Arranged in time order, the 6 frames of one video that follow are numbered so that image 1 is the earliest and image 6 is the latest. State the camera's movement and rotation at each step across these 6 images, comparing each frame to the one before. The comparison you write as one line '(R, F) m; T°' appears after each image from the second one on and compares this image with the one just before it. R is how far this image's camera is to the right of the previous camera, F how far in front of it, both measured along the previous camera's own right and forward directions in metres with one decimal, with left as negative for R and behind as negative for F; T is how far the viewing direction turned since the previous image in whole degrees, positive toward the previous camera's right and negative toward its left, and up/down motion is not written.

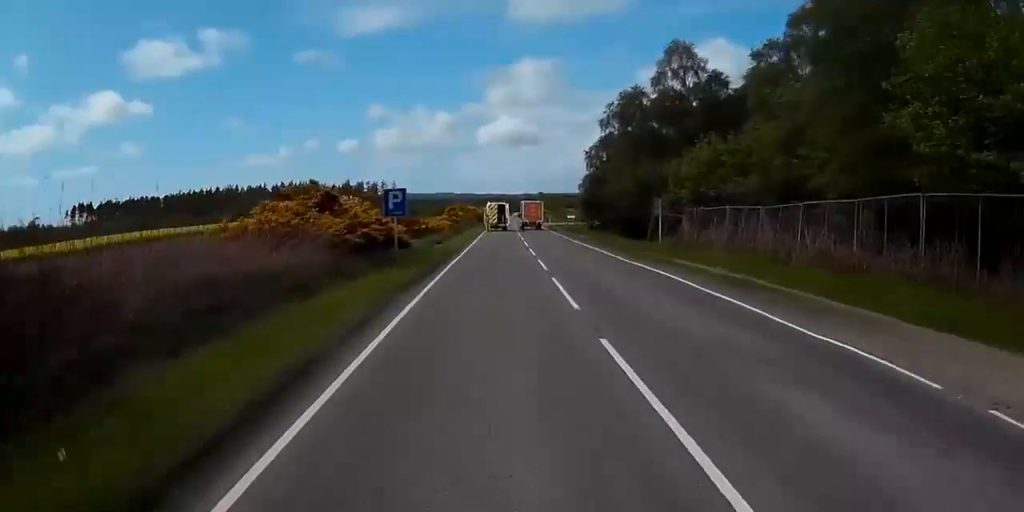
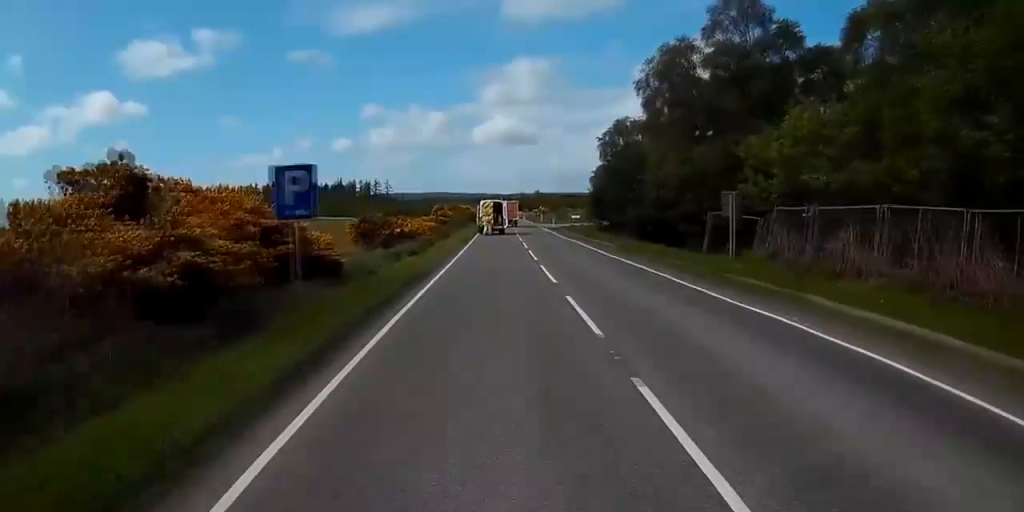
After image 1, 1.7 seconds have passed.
(+0.1, +9.5) m; 0°
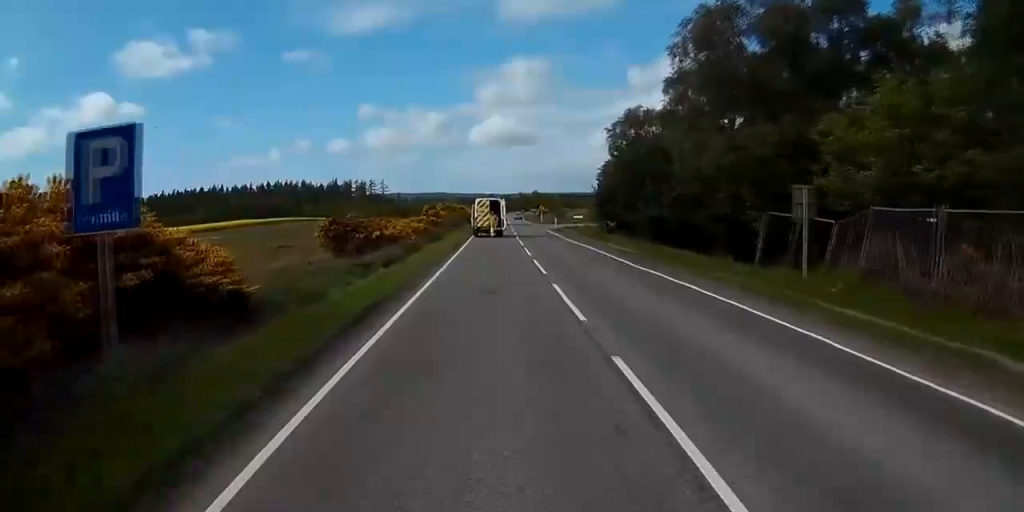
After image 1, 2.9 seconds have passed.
(0.0, +4.8) m; -1°
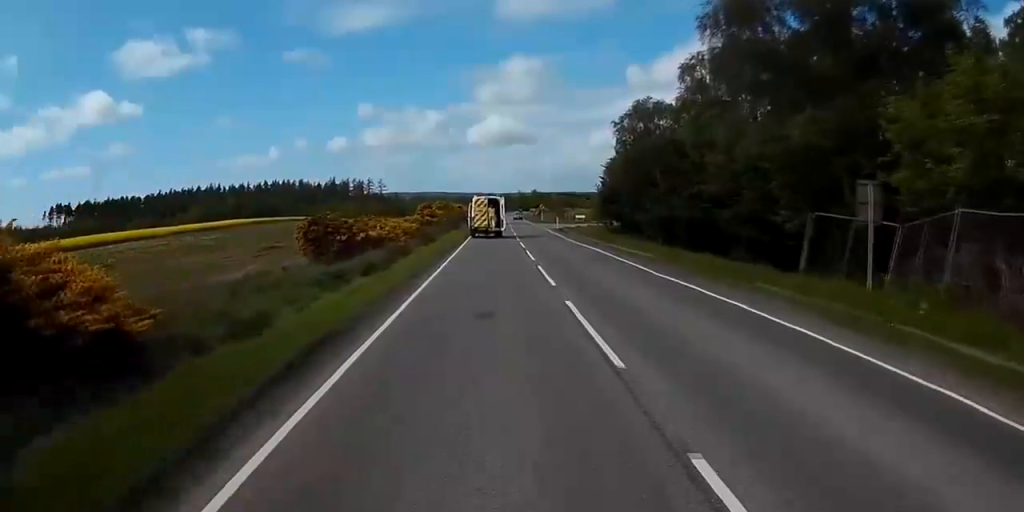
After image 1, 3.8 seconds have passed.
(-0.1, +2.5) m; +2°
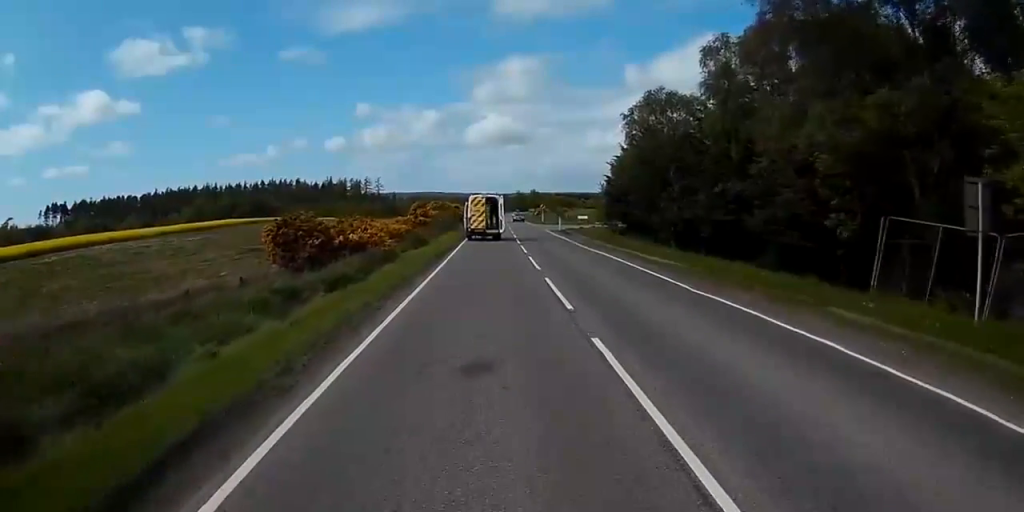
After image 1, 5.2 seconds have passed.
(+0.2, +2.5) m; +5°
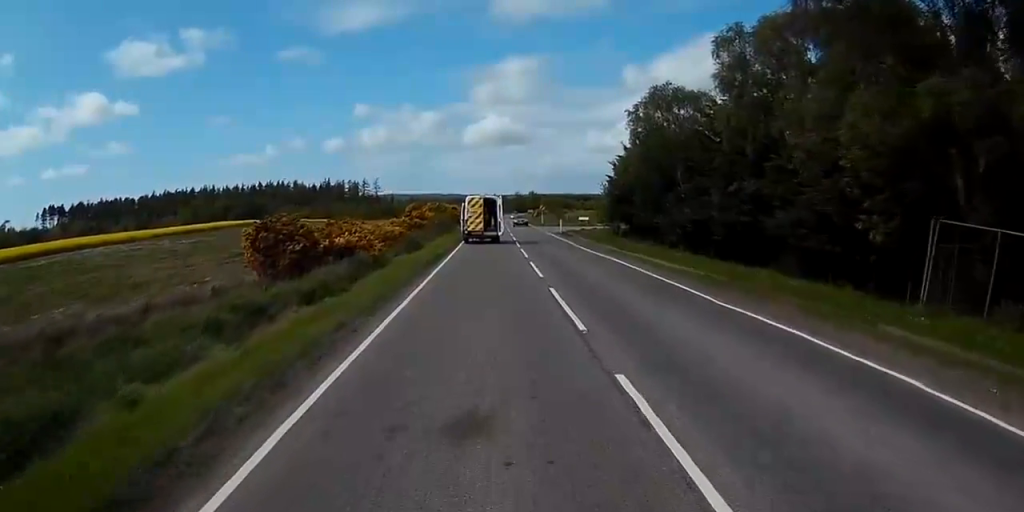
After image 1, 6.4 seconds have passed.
(0.0, +1.9) m; 0°
